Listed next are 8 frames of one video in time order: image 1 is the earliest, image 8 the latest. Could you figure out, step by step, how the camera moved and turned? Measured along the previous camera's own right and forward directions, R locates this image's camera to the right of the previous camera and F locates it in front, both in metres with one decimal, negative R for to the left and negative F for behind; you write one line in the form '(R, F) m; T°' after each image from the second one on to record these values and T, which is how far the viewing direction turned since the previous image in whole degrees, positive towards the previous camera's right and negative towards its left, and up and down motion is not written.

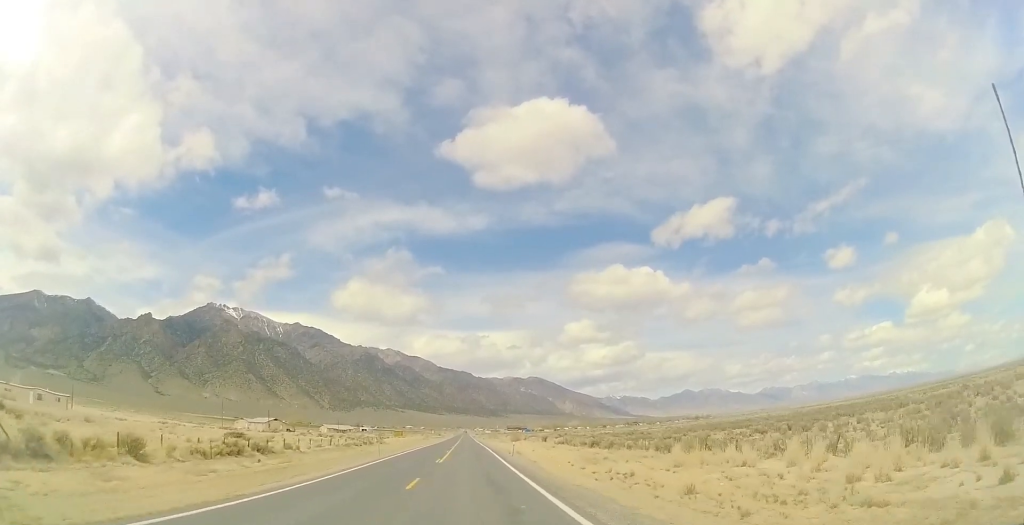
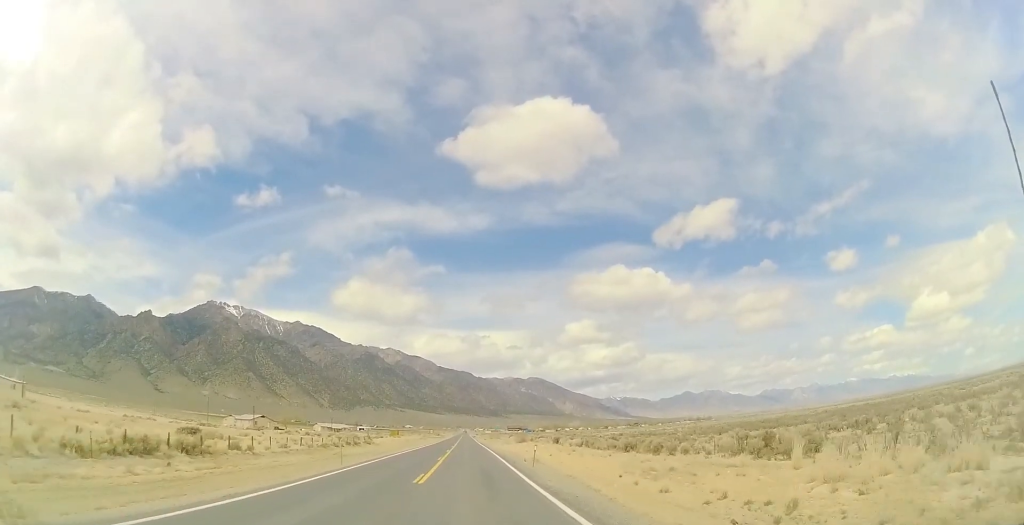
(-0.2, +12.1) m; 0°
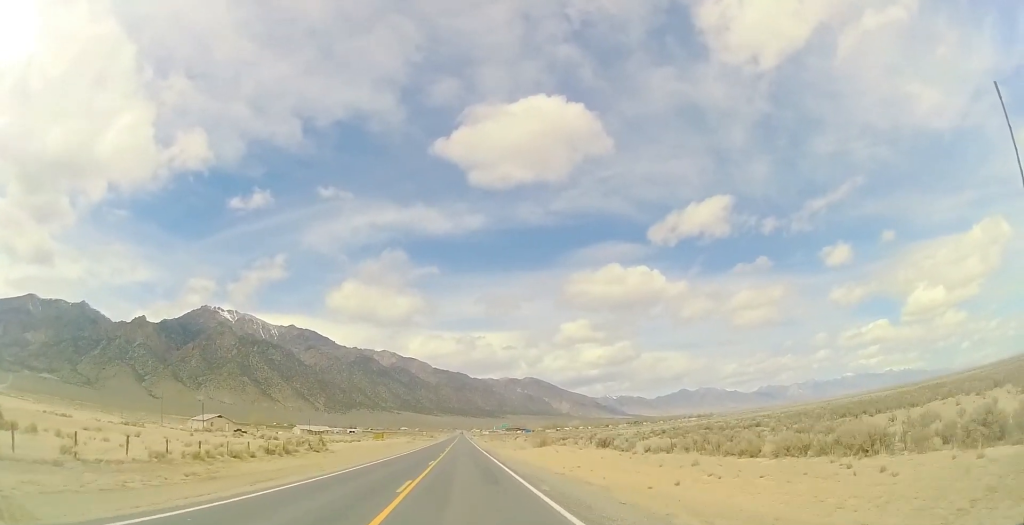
(+0.2, +29.5) m; 0°
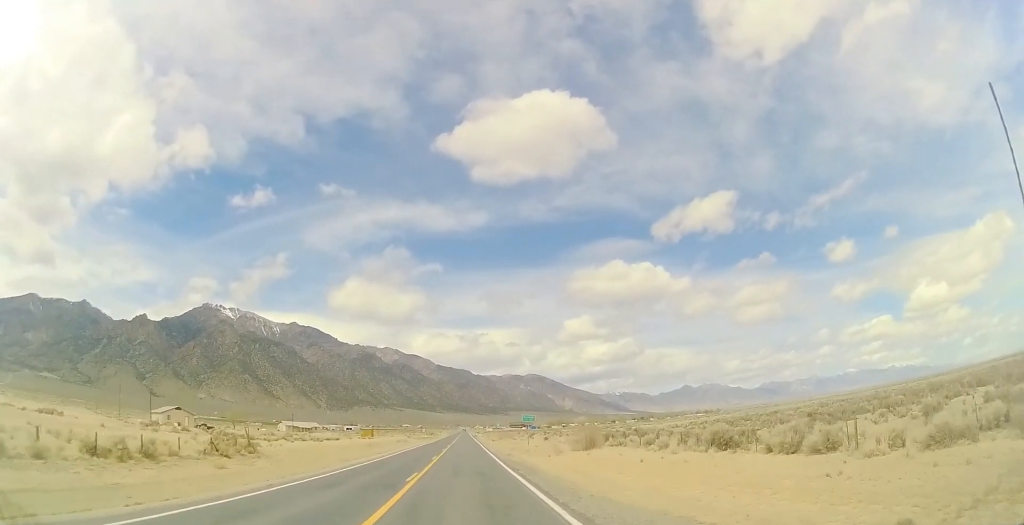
(-0.4, +24.1) m; -1°
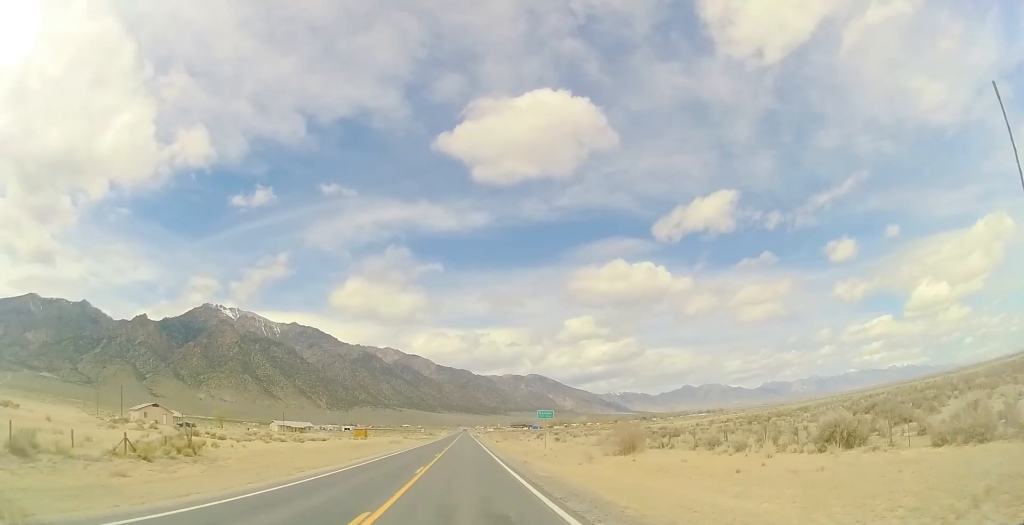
(0.0, +10.2) m; 0°
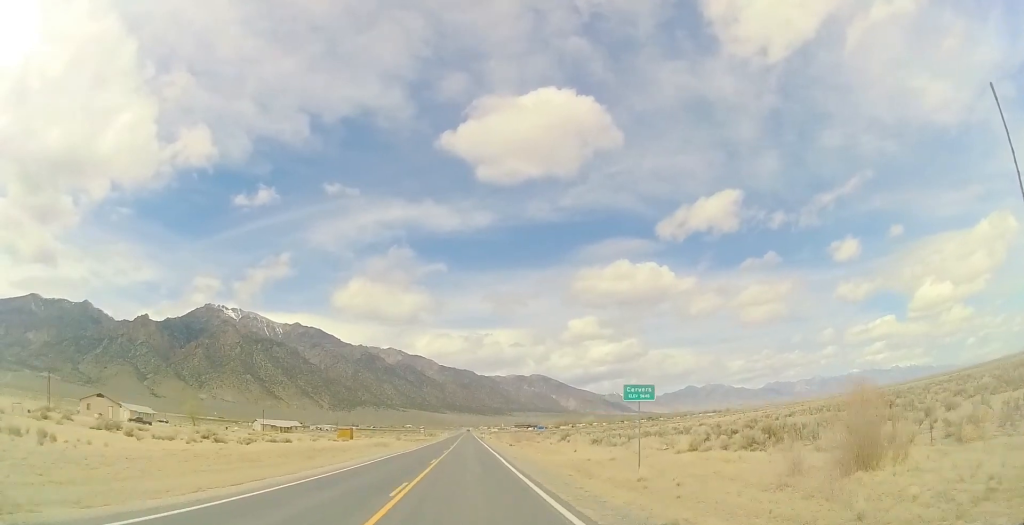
(+0.2, +21.0) m; +1°
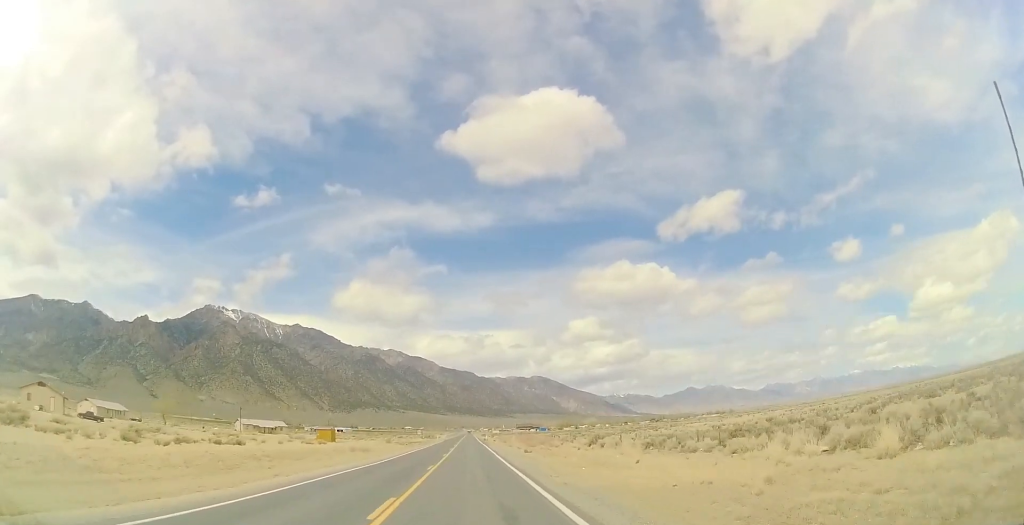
(+0.1, +16.8) m; 0°
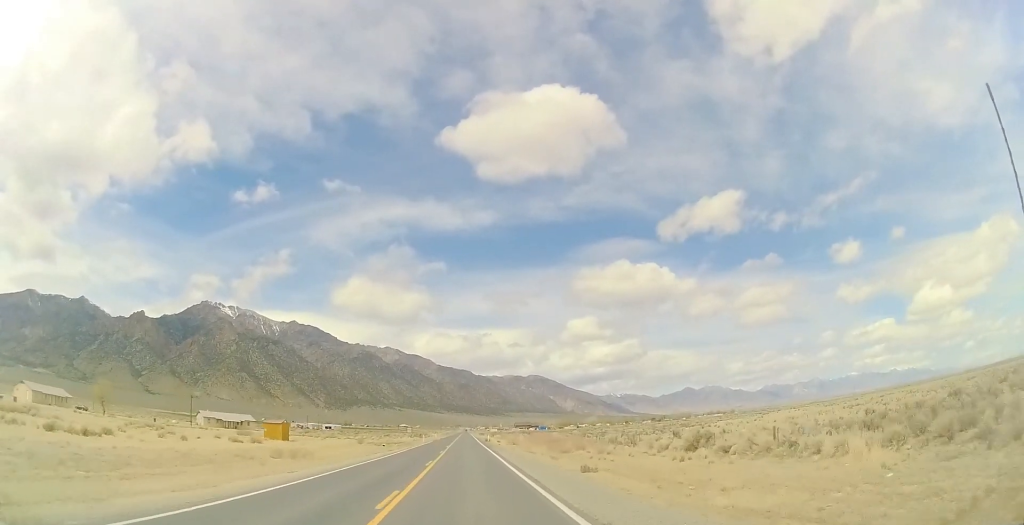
(0.0, +26.1) m; +1°
